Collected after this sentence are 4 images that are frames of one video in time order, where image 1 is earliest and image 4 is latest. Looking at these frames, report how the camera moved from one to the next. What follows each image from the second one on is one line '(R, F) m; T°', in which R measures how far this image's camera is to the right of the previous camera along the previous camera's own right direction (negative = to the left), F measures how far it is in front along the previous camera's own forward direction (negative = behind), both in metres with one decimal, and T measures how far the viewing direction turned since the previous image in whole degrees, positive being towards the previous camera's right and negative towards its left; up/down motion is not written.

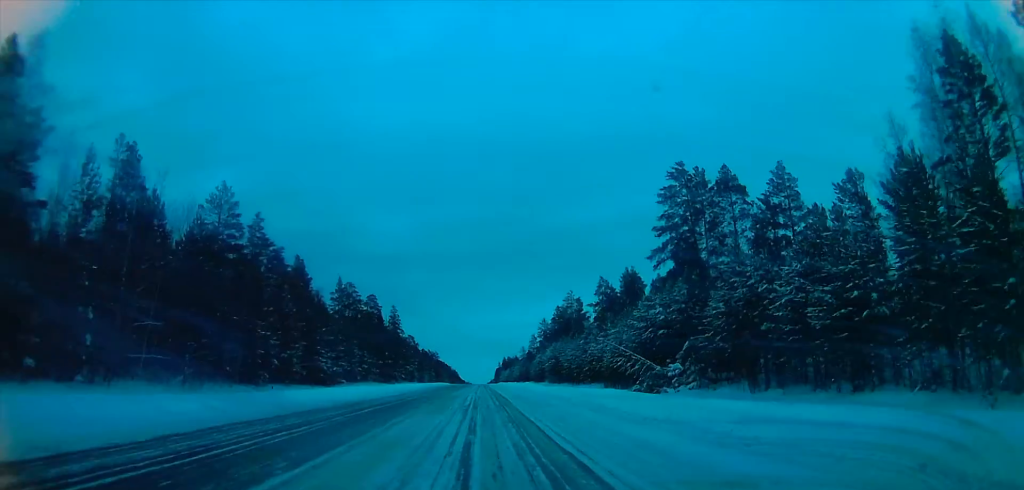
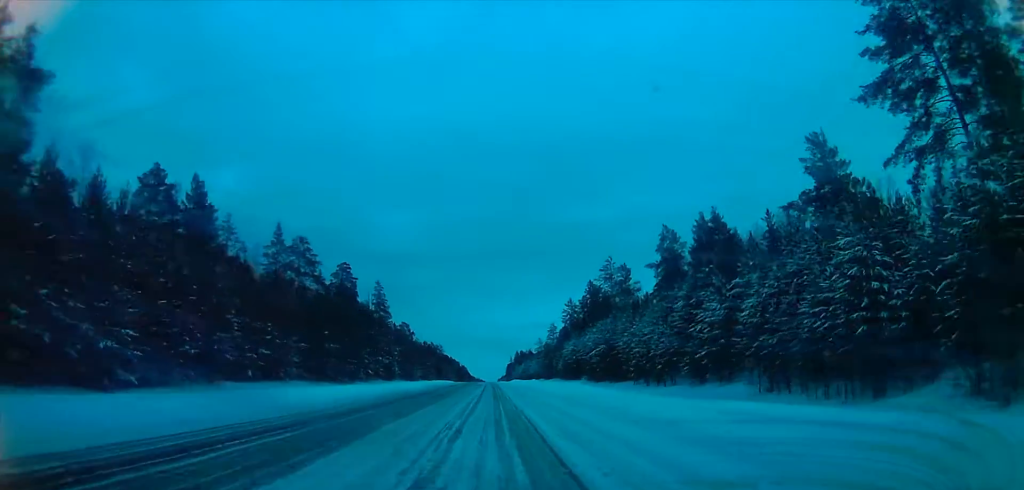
(0.0, +47.3) m; 0°
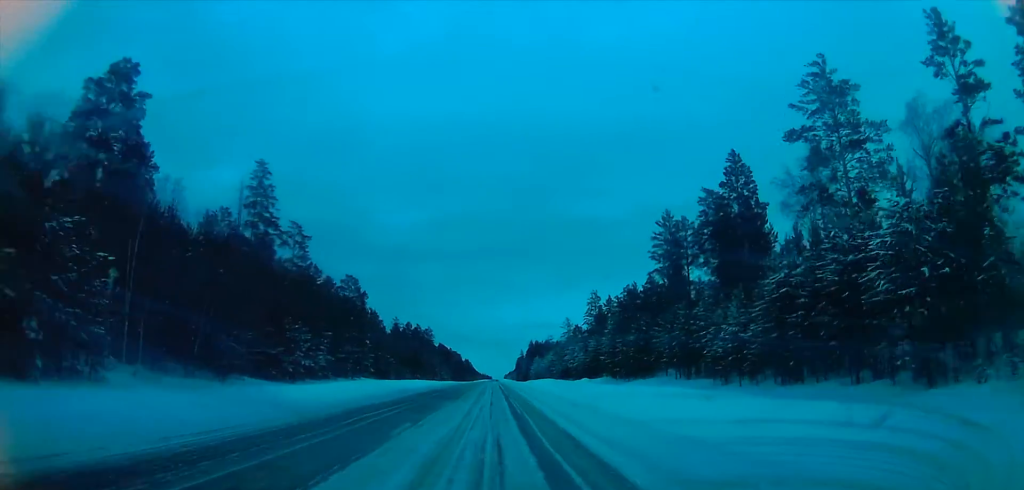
(-1.6, +95.0) m; -1°
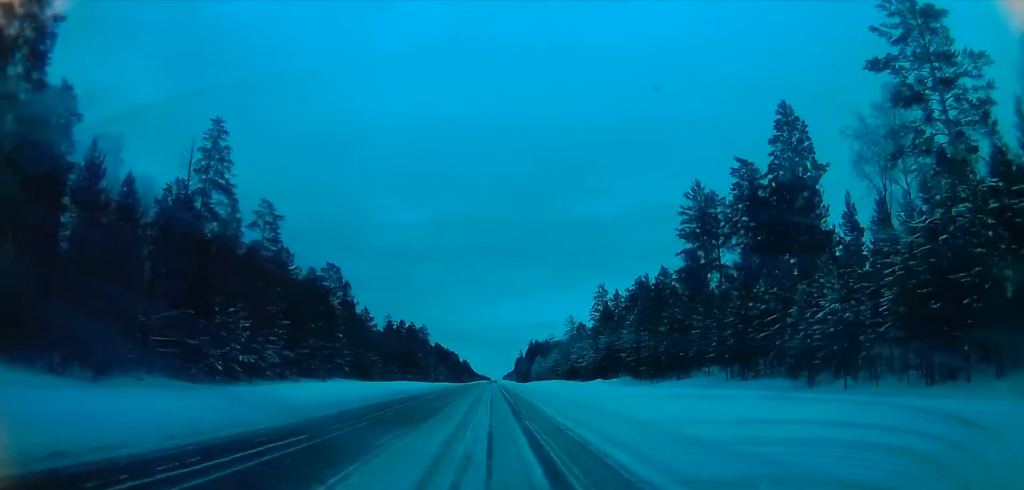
(-0.1, +14.8) m; 0°
